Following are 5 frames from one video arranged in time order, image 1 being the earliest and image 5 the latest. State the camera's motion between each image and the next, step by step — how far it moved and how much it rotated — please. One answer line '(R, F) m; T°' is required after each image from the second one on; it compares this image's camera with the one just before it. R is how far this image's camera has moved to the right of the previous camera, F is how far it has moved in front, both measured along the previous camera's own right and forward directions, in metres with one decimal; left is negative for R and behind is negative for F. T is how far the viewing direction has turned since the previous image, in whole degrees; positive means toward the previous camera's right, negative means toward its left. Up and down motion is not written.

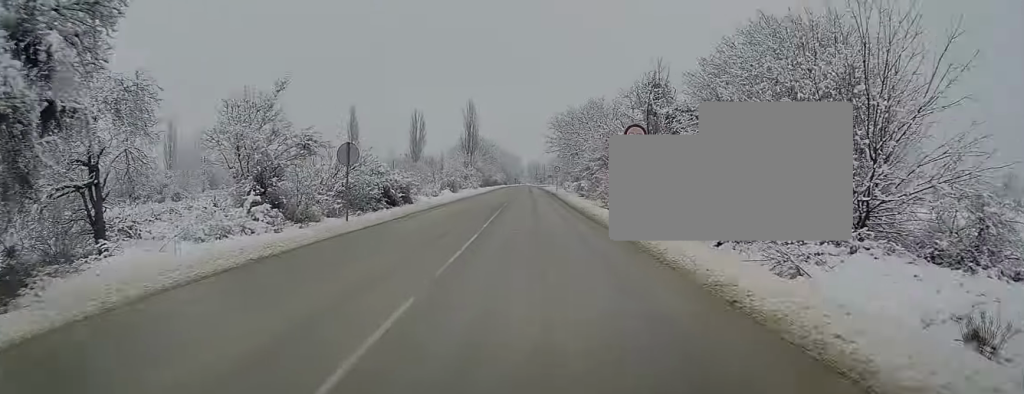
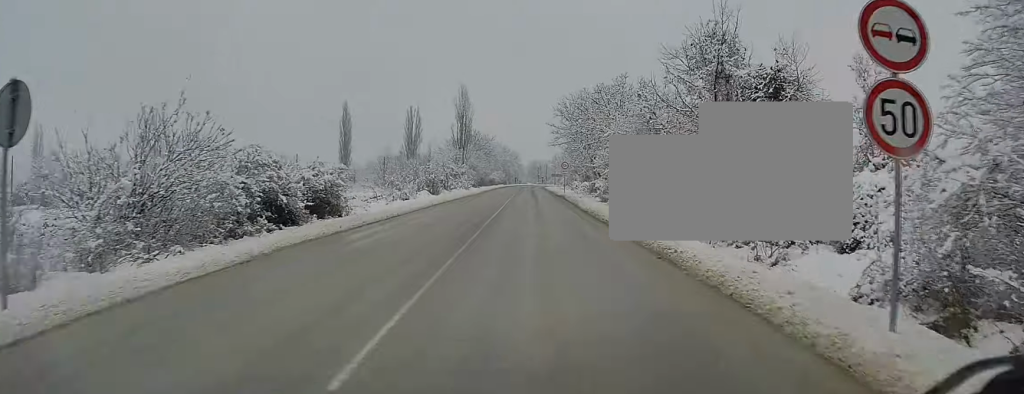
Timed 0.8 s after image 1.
(0.0, +15.7) m; 0°
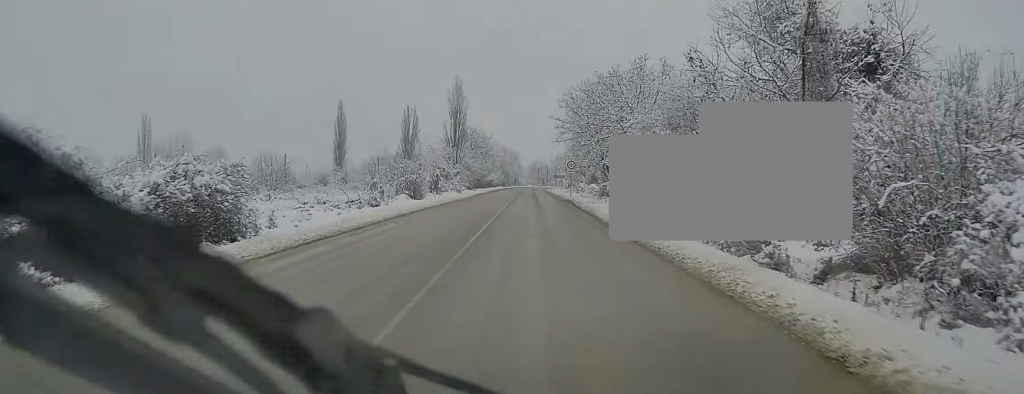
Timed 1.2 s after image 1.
(0.0, +9.4) m; 0°
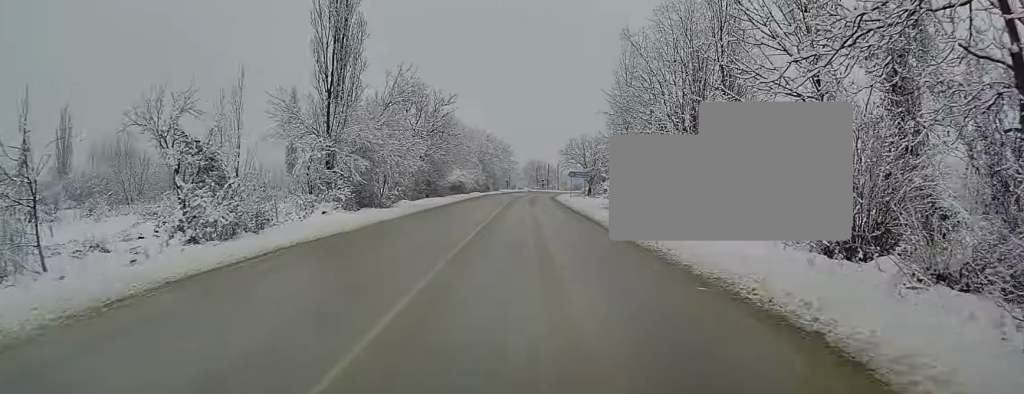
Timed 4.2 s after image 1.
(+0.4, +55.8) m; 0°
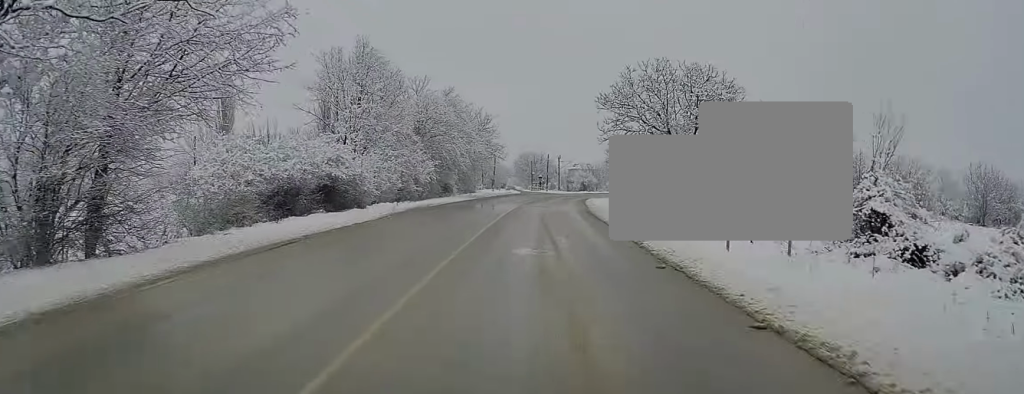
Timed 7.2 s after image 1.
(-0.4, +52.9) m; 0°
